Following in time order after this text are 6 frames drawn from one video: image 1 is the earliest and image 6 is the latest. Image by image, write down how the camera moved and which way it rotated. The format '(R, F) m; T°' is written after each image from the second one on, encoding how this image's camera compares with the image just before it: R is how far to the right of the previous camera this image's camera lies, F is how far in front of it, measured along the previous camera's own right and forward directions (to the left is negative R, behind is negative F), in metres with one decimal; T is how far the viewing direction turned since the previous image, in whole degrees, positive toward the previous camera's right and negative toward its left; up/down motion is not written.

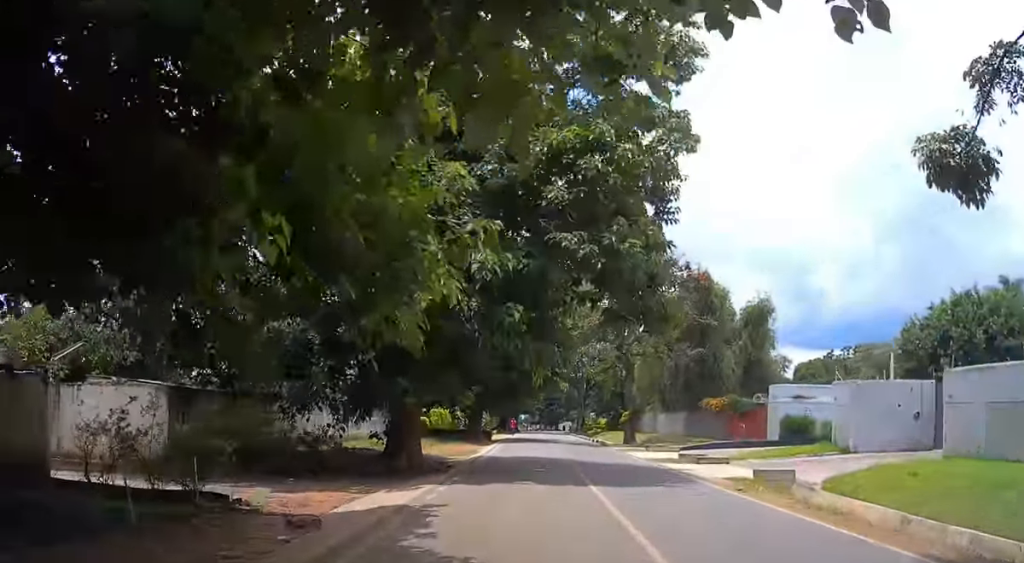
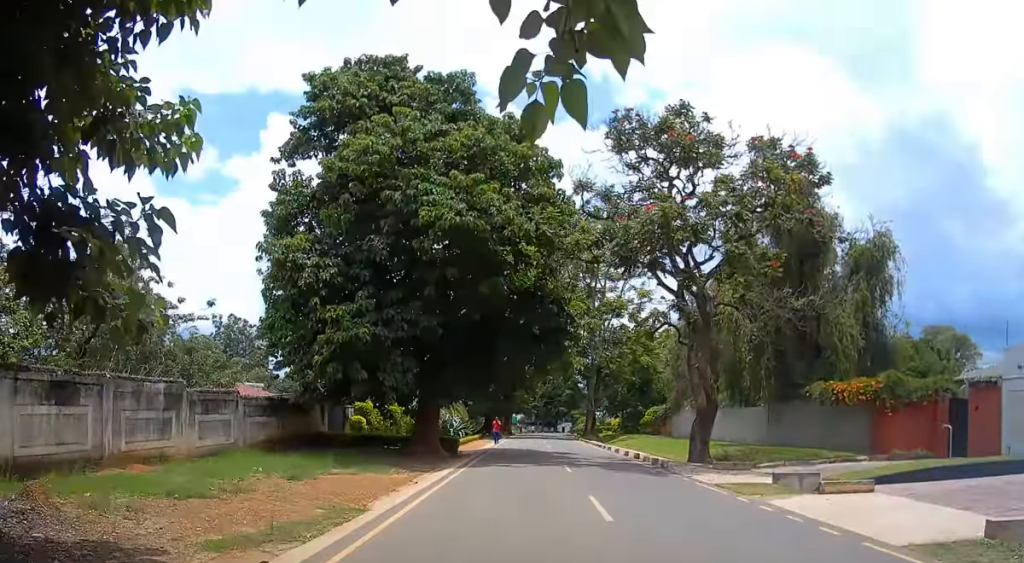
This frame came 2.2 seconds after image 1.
(-0.1, +21.1) m; 0°
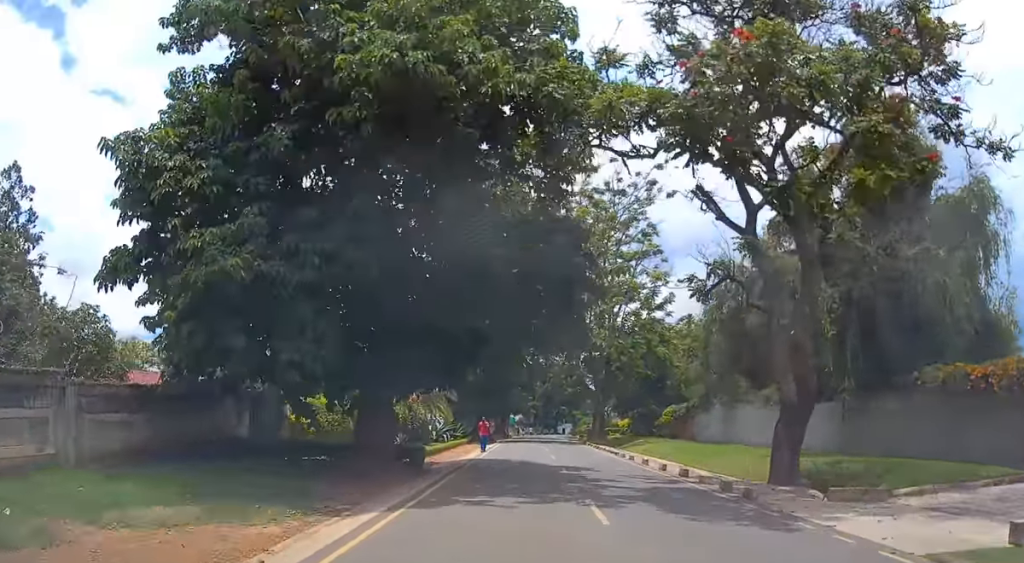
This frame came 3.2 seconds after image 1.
(+0.1, +9.6) m; 0°
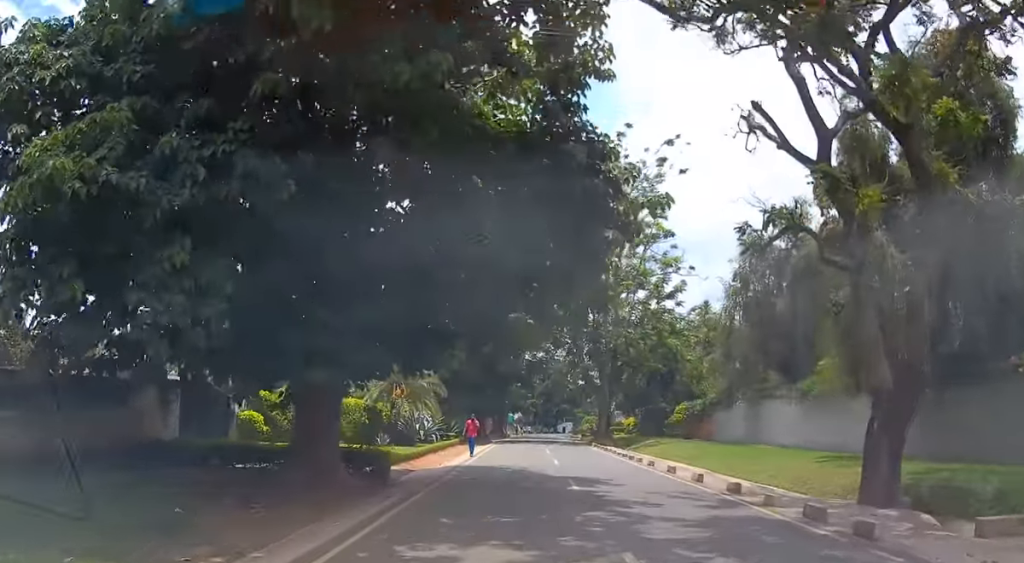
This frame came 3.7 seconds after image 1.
(0.0, +5.2) m; -1°
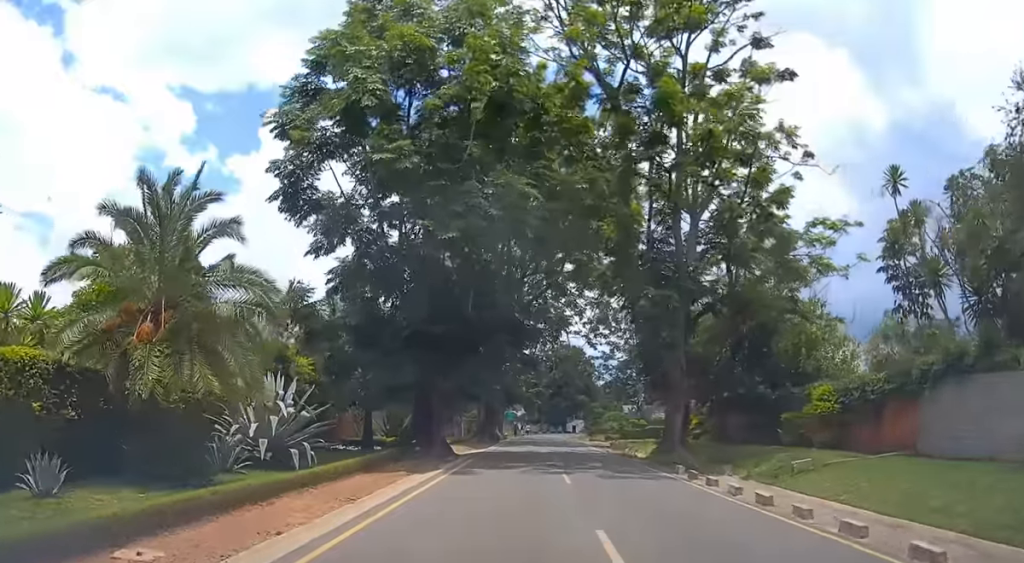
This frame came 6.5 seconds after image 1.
(-3.2, +24.6) m; +7°
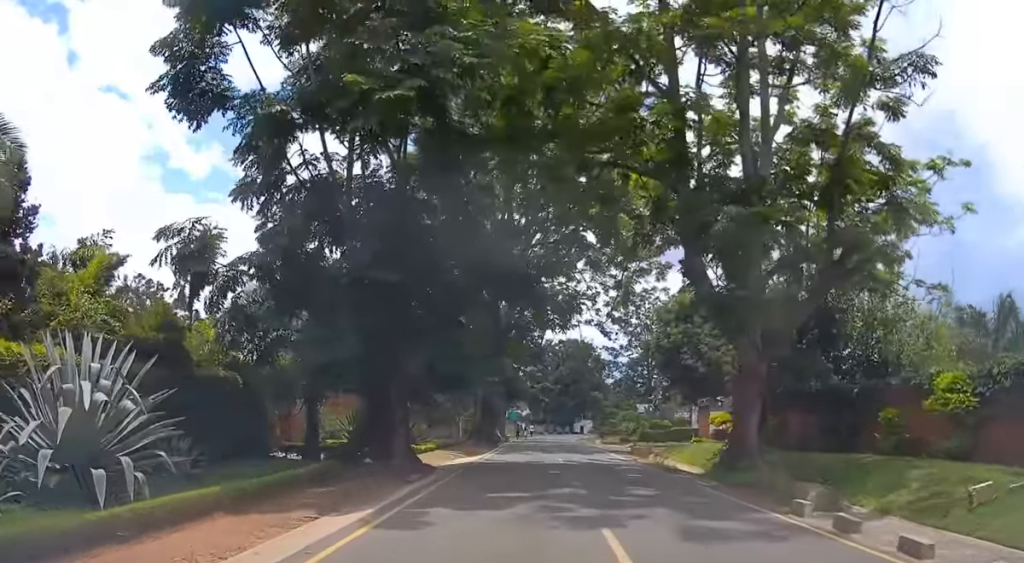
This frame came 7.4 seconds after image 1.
(+2.1, +8.8) m; +5°
